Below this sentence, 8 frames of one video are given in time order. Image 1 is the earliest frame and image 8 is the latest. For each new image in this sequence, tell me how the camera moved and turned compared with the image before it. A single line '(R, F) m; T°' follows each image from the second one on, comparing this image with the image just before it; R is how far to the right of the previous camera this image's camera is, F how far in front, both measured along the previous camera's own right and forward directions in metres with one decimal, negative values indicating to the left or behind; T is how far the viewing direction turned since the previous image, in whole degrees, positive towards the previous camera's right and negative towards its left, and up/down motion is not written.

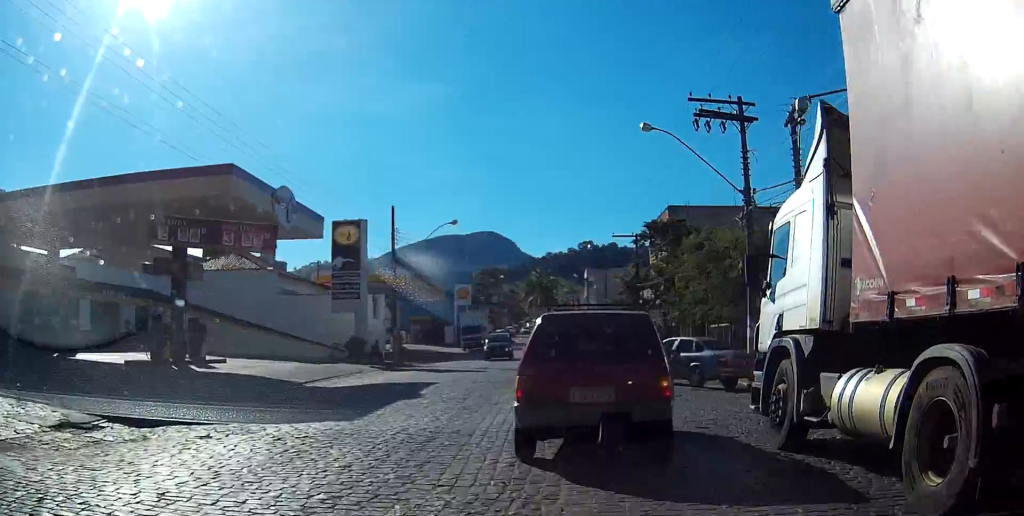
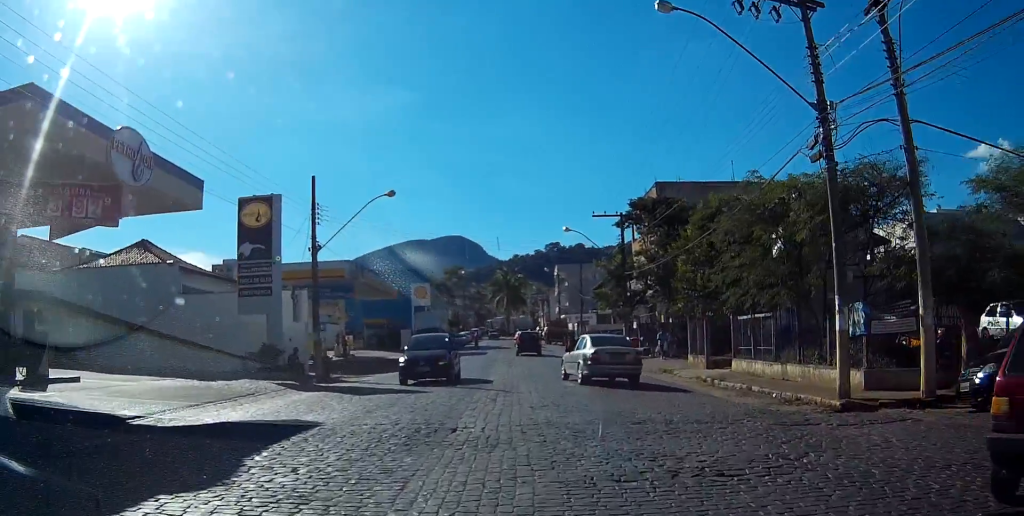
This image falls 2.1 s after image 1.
(+0.2, +10.5) m; +1°
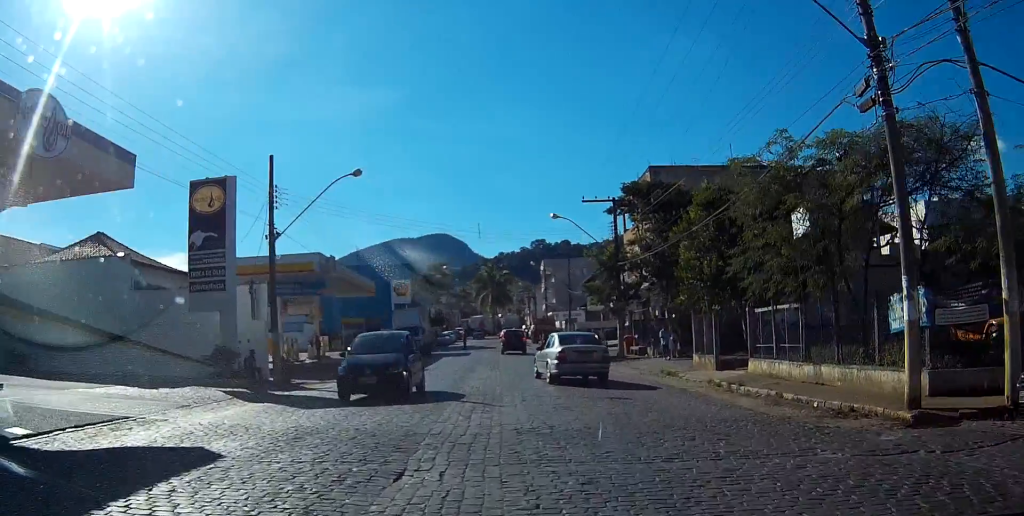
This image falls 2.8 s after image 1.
(0.0, +3.5) m; 0°
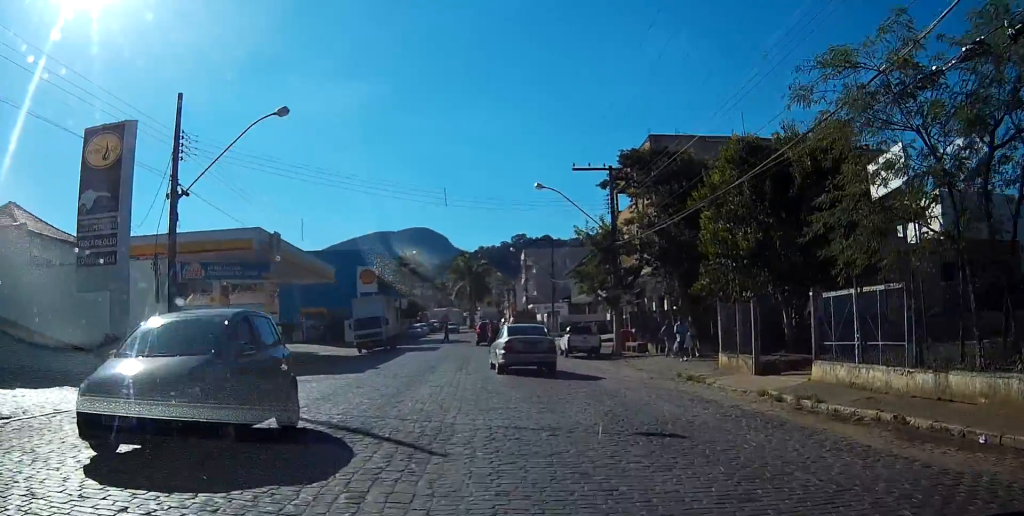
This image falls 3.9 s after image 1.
(0.0, +6.7) m; +1°
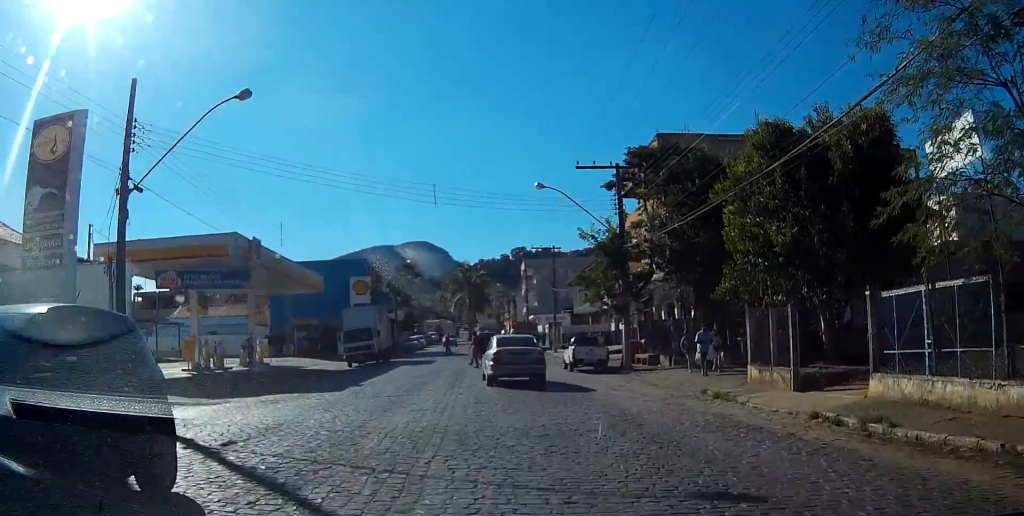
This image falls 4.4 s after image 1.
(0.0, +2.9) m; +1°
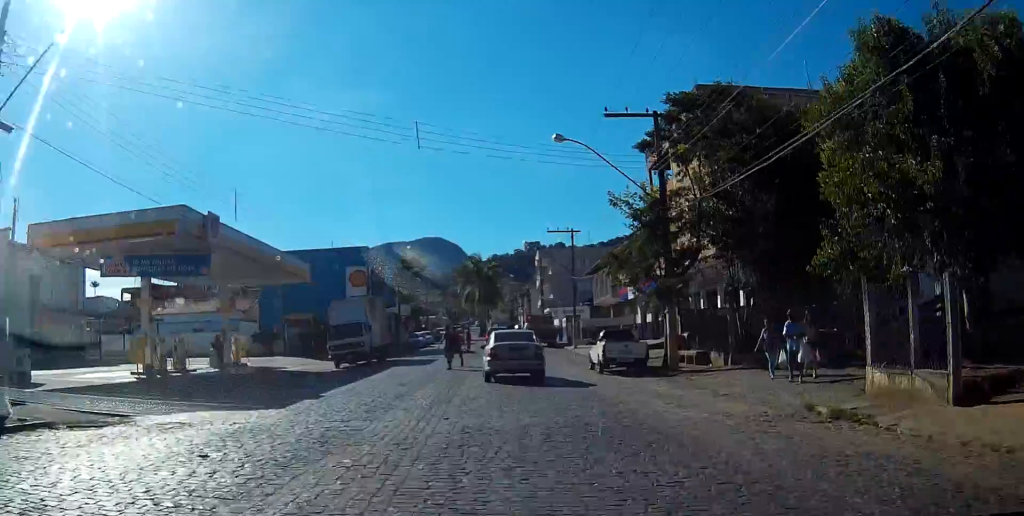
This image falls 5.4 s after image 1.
(+0.1, +6.6) m; 0°
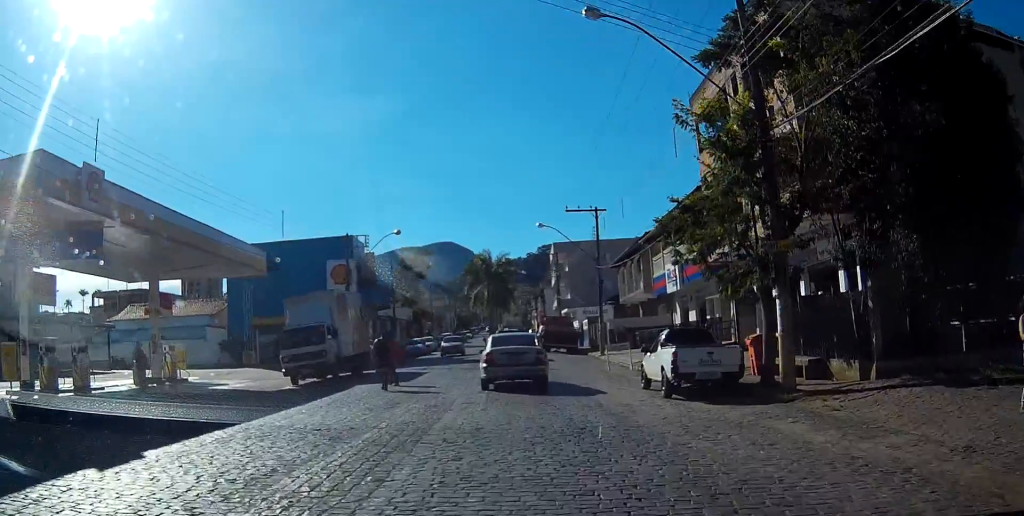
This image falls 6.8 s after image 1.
(-0.1, +9.7) m; -1°
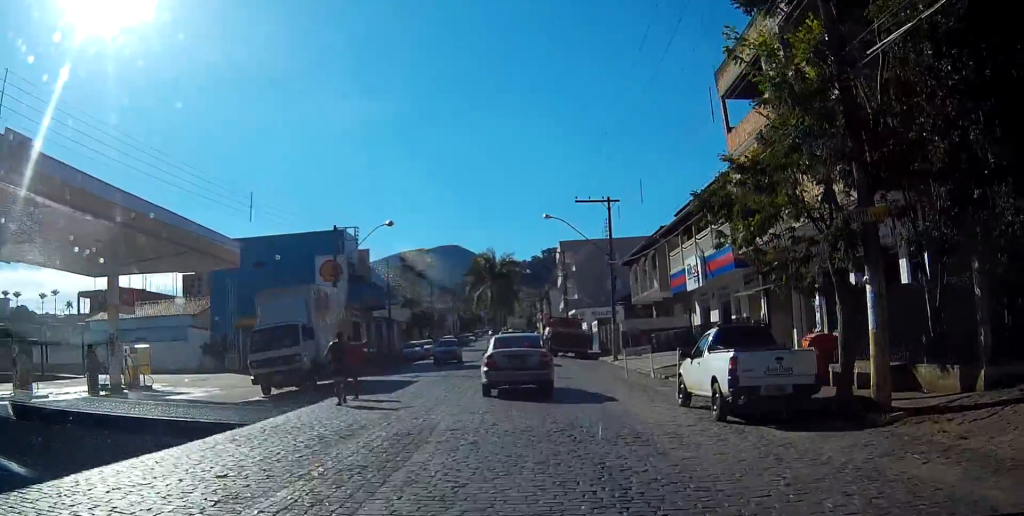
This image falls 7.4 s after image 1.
(0.0, +3.9) m; 0°
